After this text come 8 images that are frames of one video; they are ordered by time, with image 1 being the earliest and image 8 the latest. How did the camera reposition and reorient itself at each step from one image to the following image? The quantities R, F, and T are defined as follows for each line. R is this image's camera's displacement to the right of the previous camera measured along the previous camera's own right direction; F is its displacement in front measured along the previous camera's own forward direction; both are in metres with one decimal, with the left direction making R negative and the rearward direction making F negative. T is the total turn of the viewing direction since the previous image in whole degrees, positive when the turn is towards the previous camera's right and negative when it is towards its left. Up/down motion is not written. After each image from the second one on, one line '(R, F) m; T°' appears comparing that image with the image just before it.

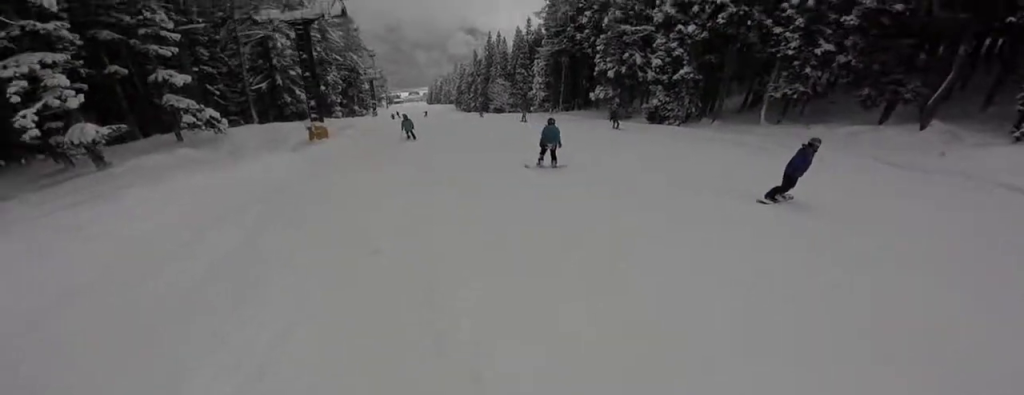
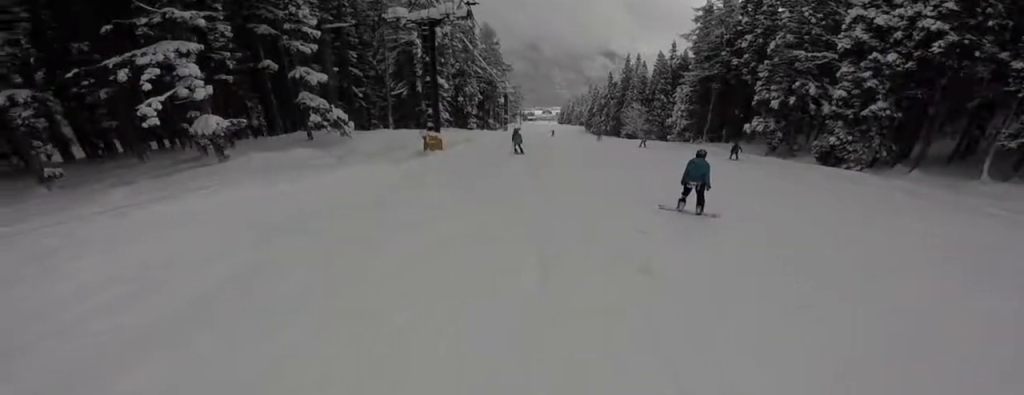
(+0.4, +2.3) m; -8°
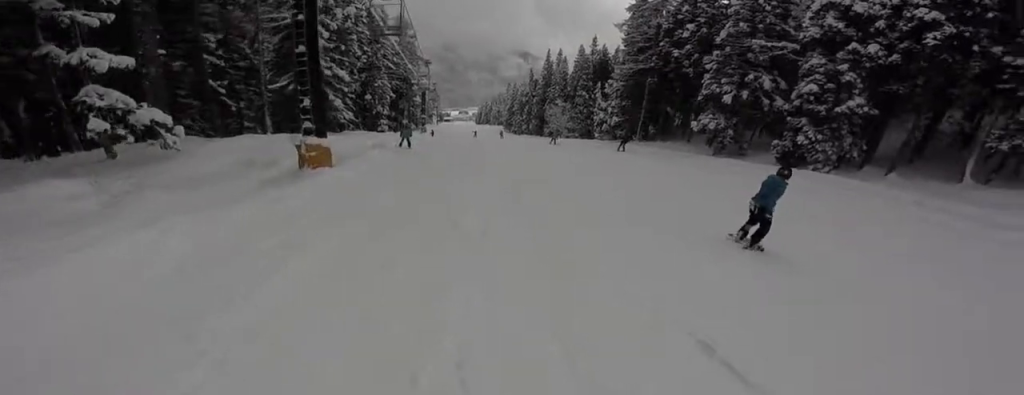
(-0.3, +4.7) m; +1°
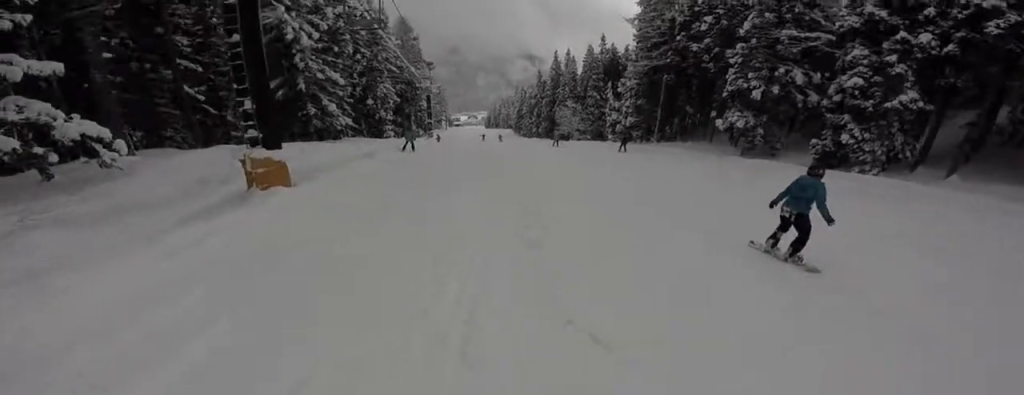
(0.0, +1.9) m; 0°
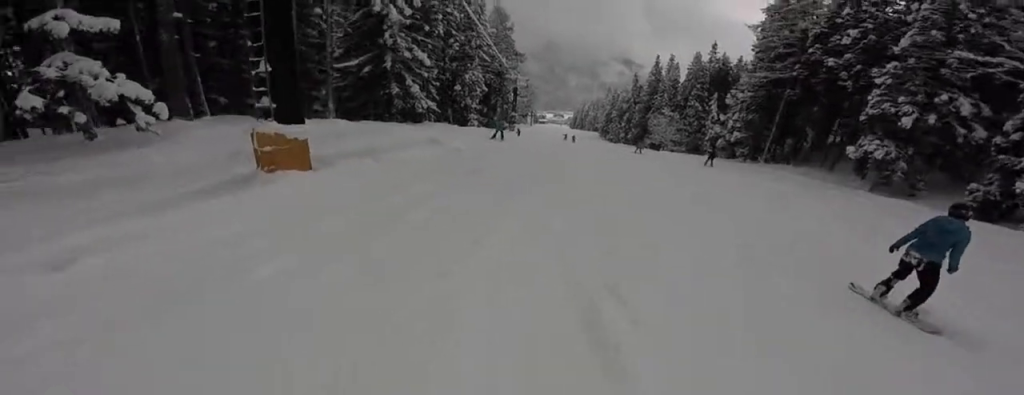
(-0.5, +1.6) m; 0°
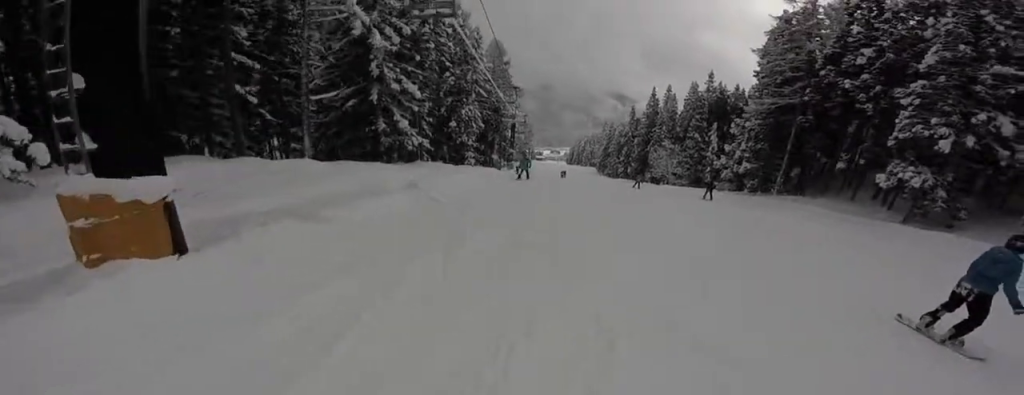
(+0.3, +2.4) m; +3°
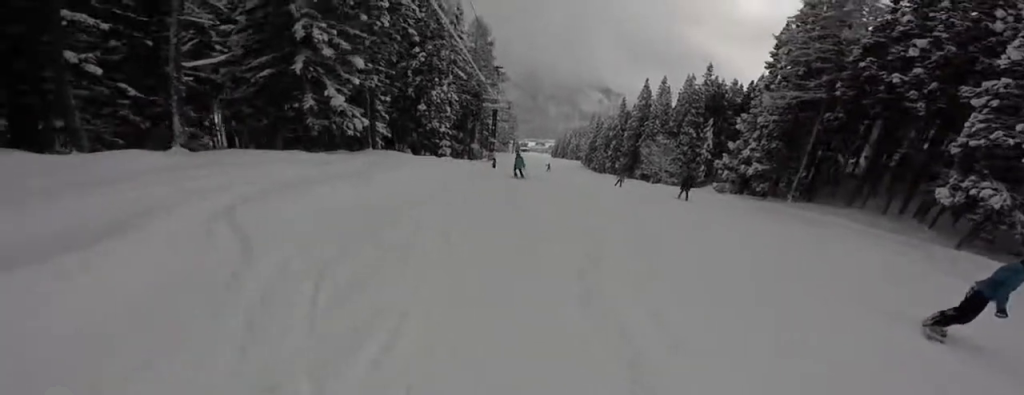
(+0.2, +5.3) m; +4°
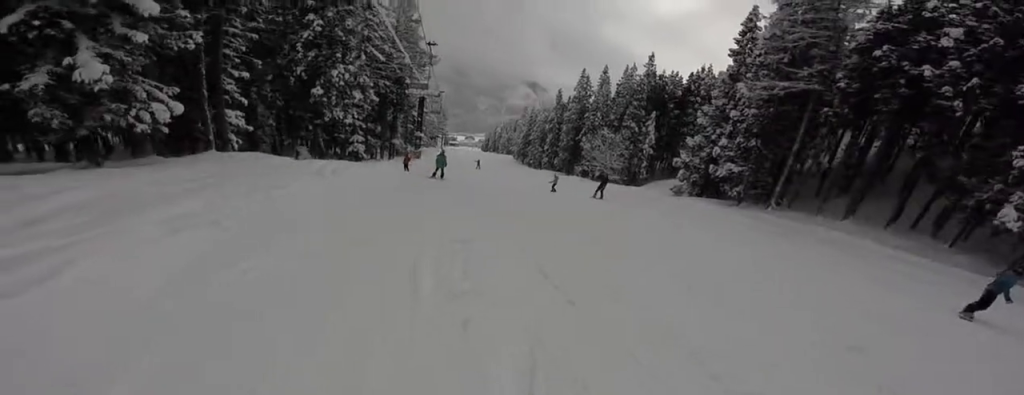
(+1.0, +8.9) m; +3°
